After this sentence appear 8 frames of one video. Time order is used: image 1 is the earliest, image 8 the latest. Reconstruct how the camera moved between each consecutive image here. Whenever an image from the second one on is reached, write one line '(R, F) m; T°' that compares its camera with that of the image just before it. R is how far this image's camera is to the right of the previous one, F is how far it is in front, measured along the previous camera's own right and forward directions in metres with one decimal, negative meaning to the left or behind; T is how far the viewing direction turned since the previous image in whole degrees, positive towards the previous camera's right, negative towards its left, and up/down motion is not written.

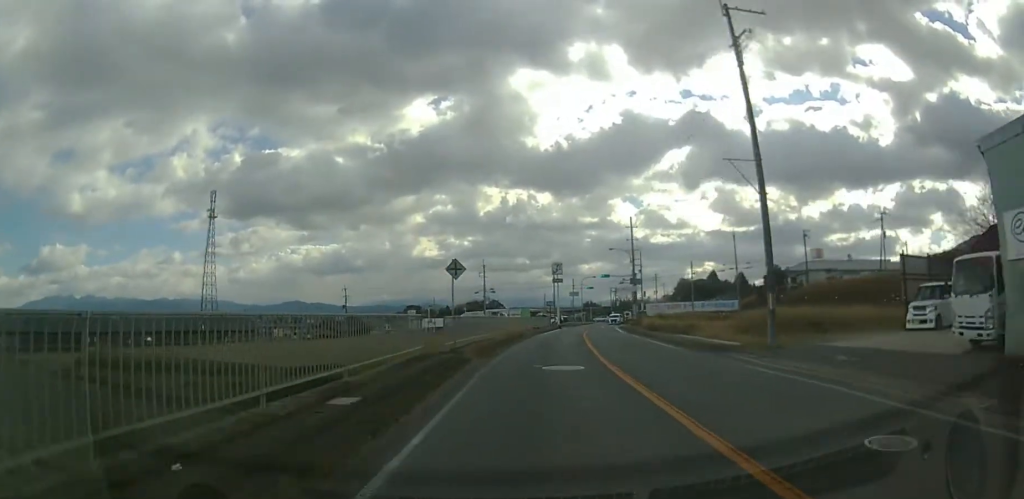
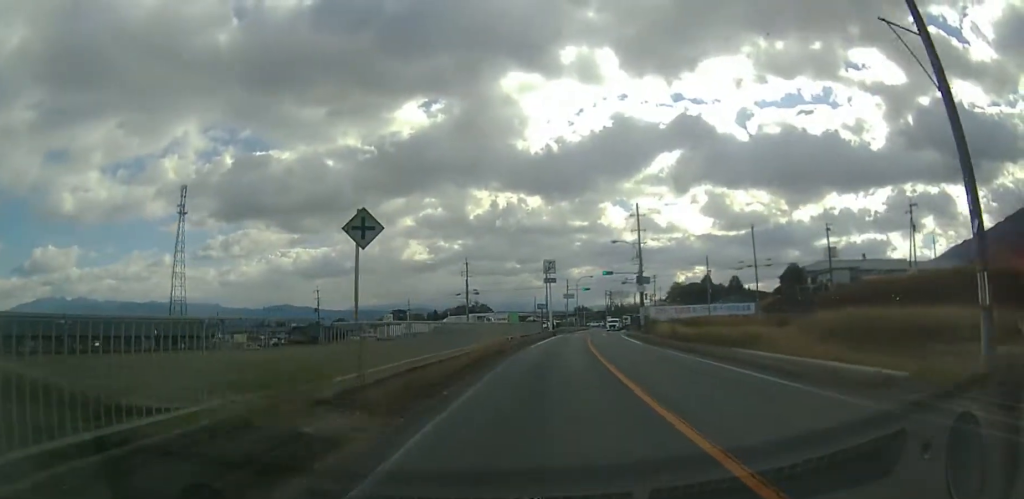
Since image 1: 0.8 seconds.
(0.0, +10.7) m; 0°
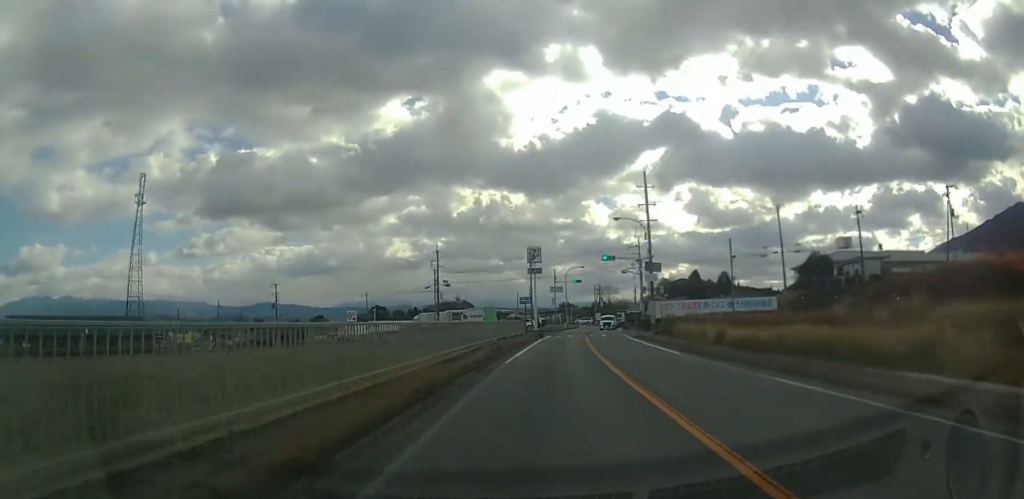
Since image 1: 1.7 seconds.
(0.0, +11.9) m; 0°
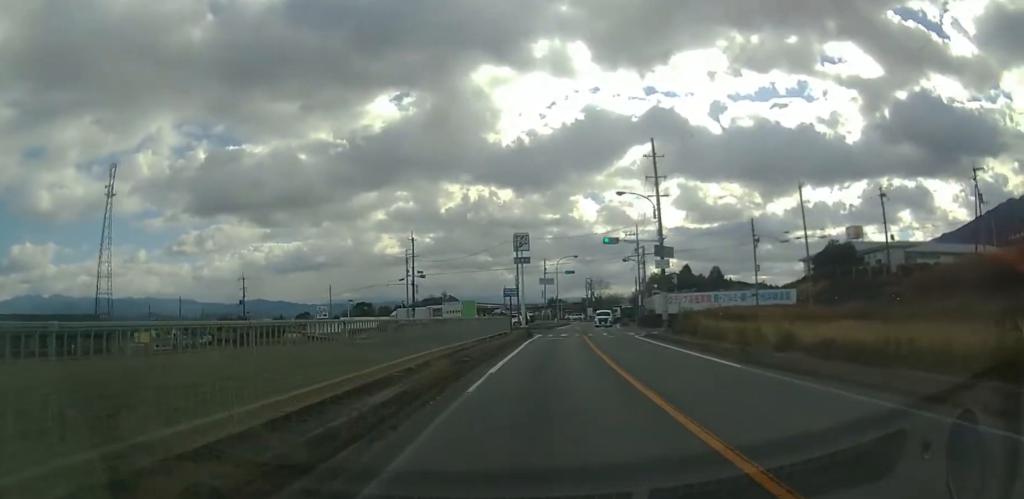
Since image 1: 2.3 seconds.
(0.0, +7.1) m; 0°
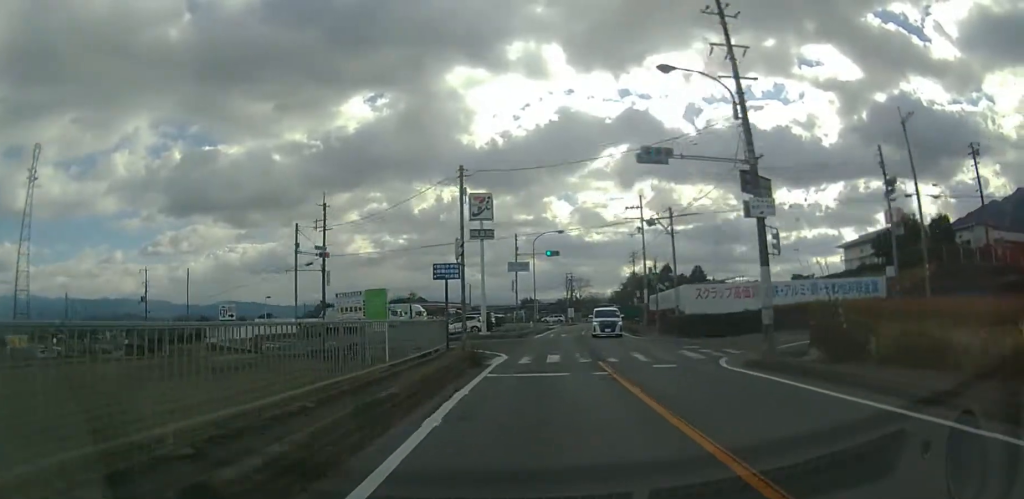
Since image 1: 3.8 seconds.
(0.0, +18.9) m; 0°
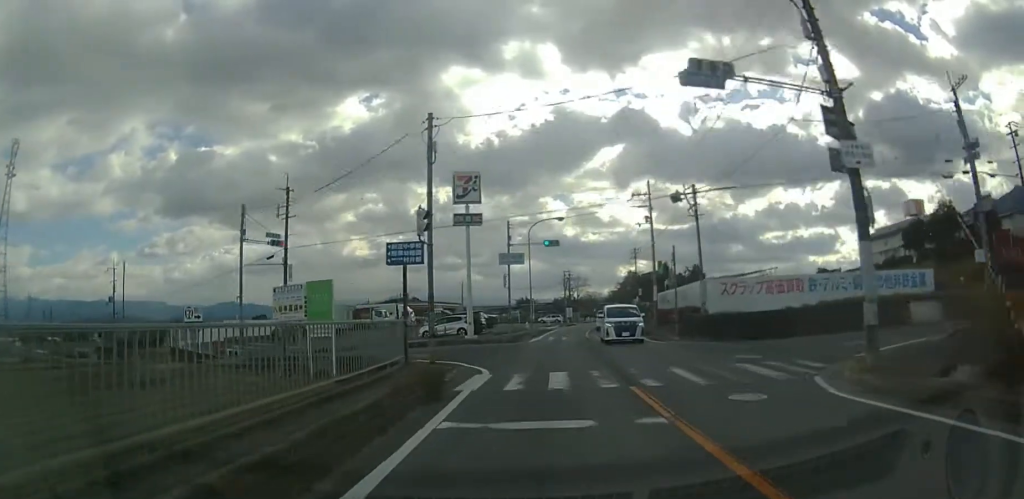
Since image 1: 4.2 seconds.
(0.0, +5.8) m; 0°
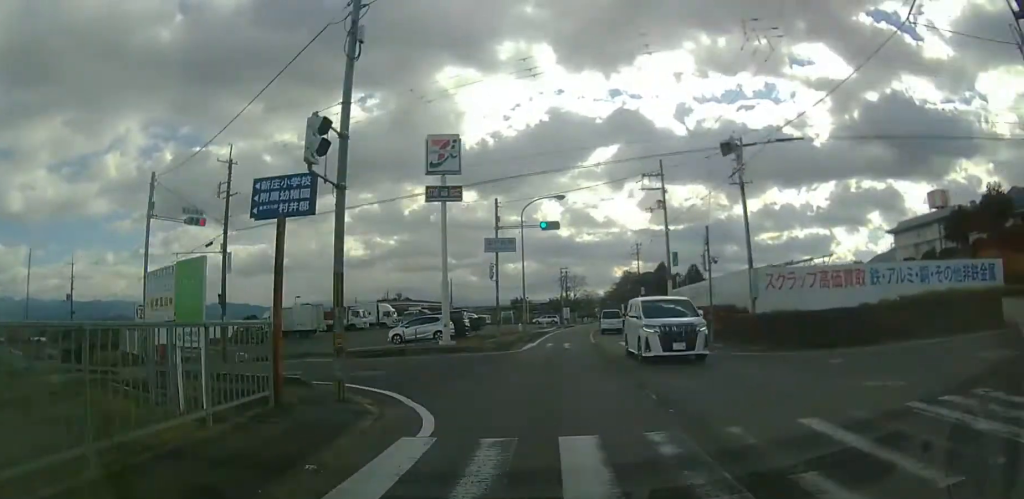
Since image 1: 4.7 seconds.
(0.0, +6.4) m; +2°
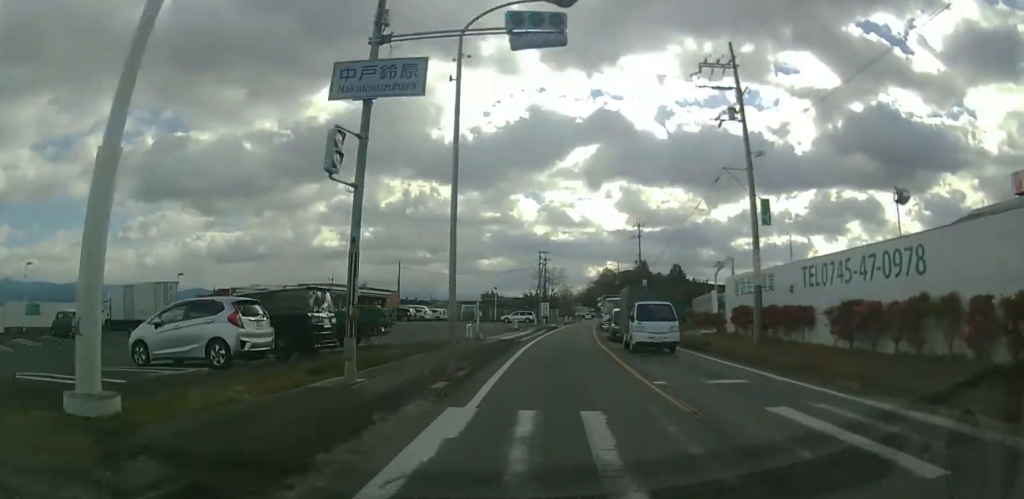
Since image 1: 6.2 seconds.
(+1.2, +20.0) m; +6°
